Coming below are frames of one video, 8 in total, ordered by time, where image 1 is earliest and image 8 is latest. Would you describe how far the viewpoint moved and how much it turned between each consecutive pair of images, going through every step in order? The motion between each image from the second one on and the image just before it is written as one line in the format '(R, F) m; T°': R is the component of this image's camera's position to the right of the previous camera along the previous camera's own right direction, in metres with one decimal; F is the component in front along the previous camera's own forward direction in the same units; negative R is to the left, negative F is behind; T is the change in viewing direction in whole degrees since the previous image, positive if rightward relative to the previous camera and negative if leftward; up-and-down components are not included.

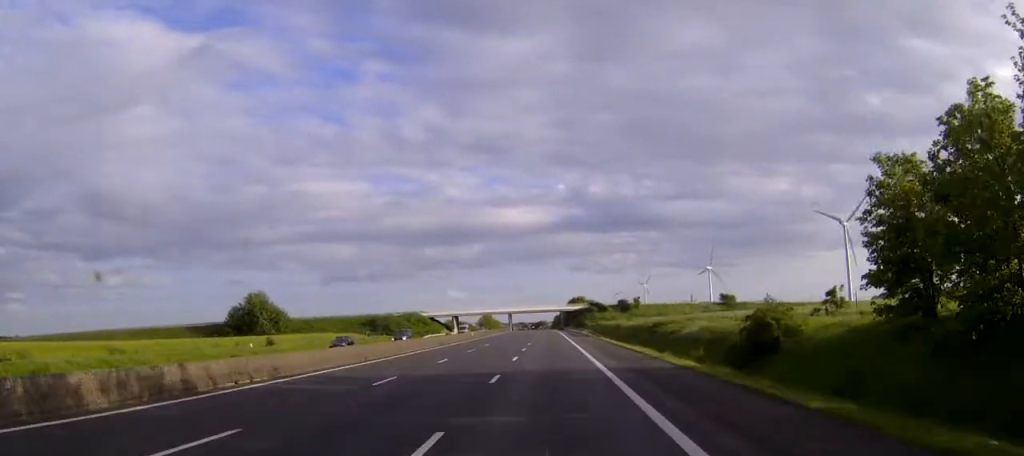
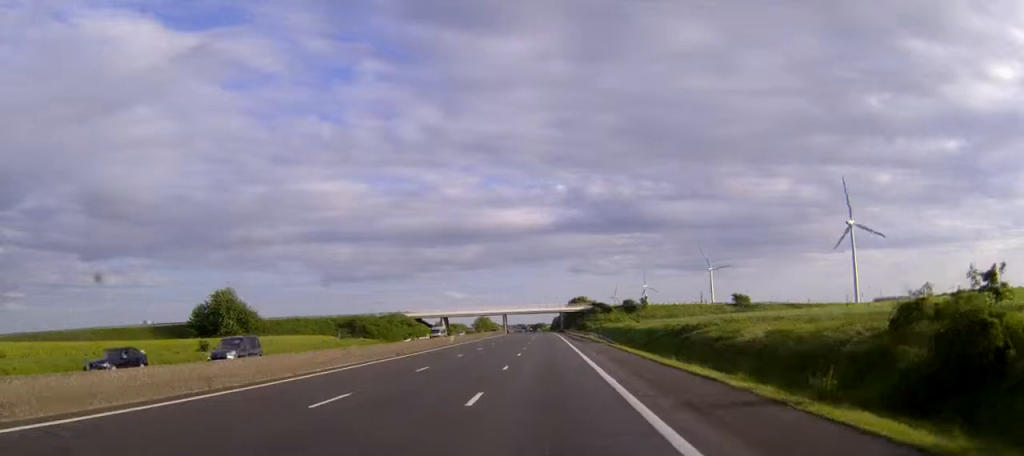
(0.0, +18.7) m; 0°
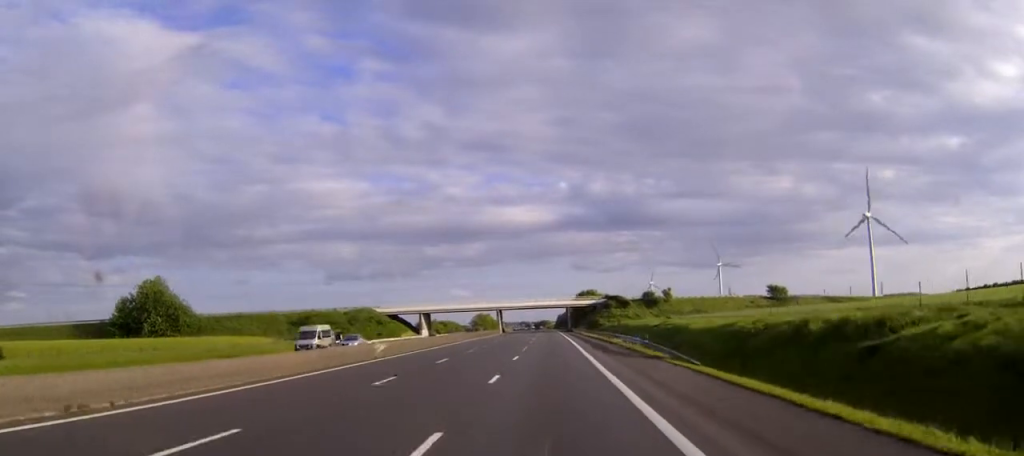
(-0.1, +33.7) m; 0°
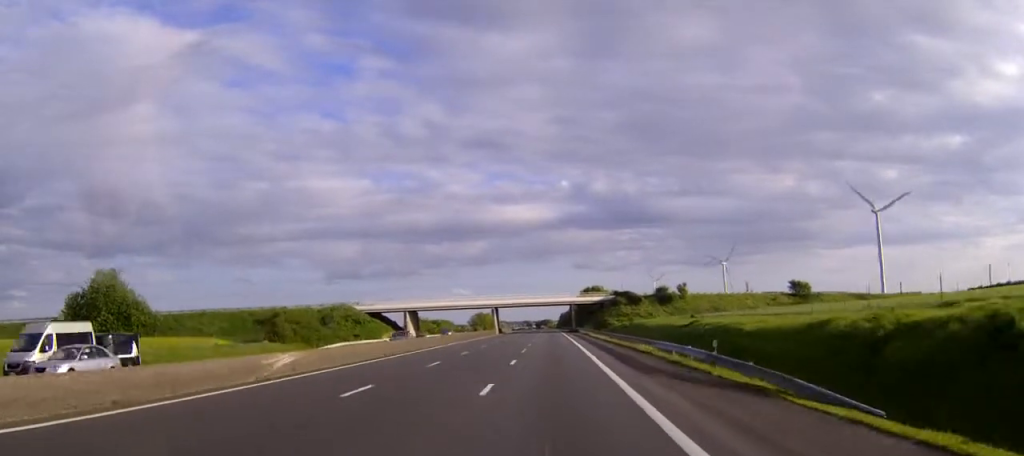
(0.0, +16.9) m; 0°
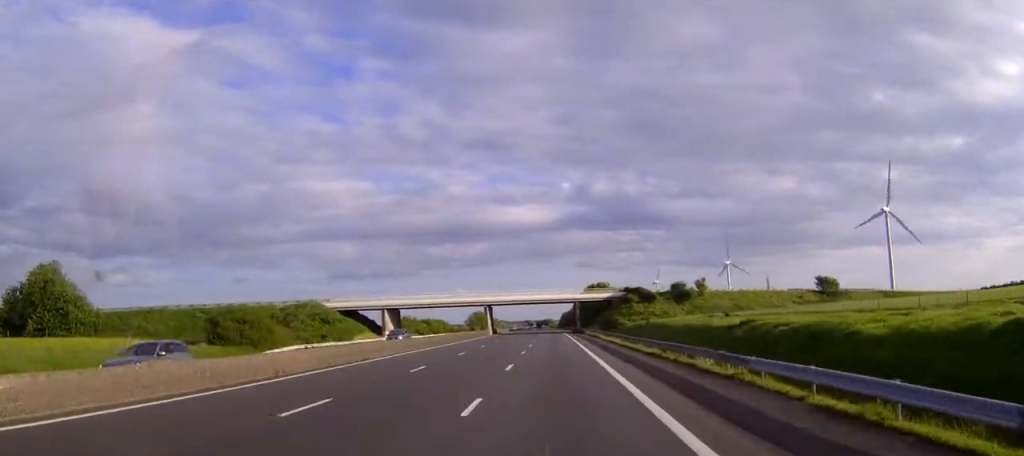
(0.0, +17.7) m; 0°
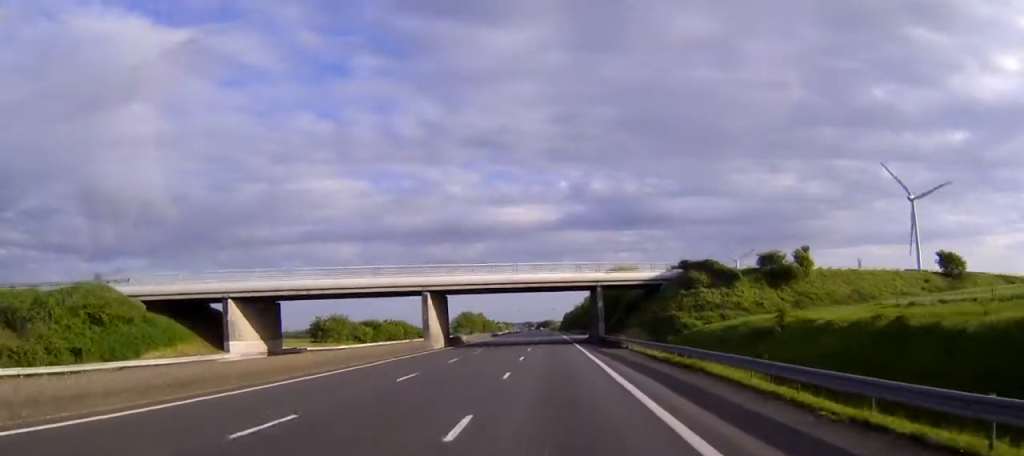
(-0.1, +55.0) m; 0°
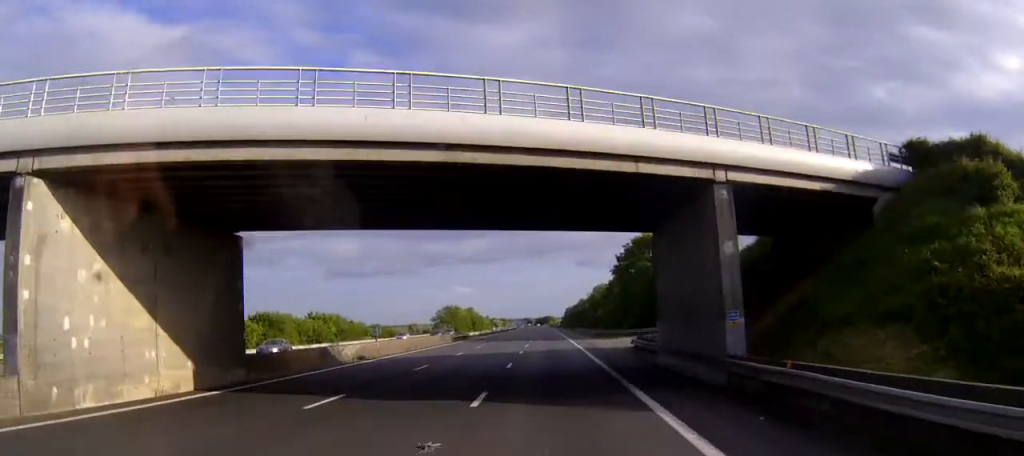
(-0.1, +48.4) m; 0°
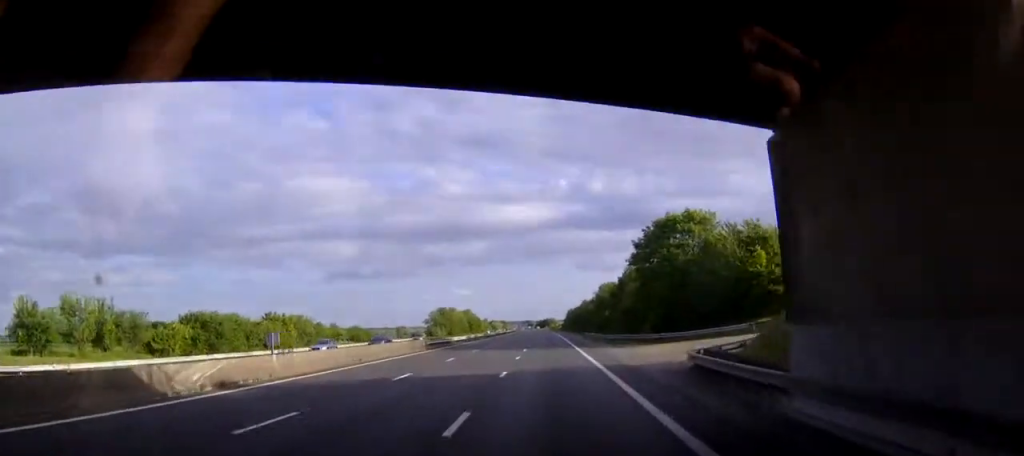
(0.0, +16.8) m; 0°
